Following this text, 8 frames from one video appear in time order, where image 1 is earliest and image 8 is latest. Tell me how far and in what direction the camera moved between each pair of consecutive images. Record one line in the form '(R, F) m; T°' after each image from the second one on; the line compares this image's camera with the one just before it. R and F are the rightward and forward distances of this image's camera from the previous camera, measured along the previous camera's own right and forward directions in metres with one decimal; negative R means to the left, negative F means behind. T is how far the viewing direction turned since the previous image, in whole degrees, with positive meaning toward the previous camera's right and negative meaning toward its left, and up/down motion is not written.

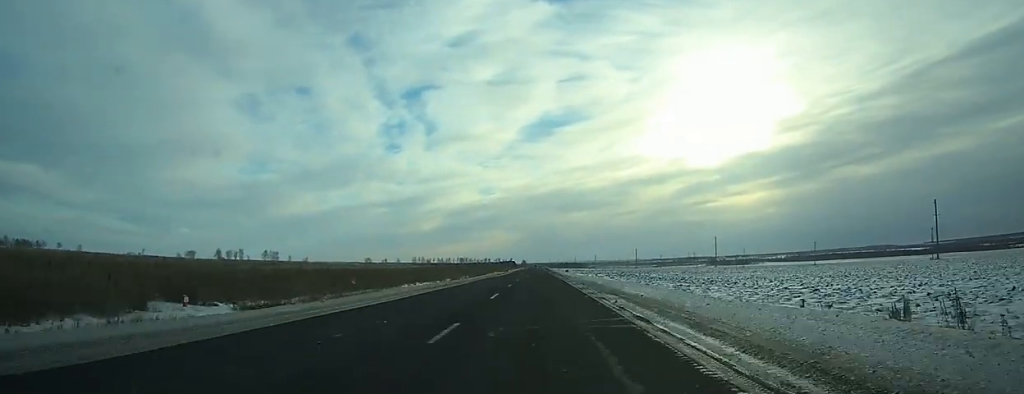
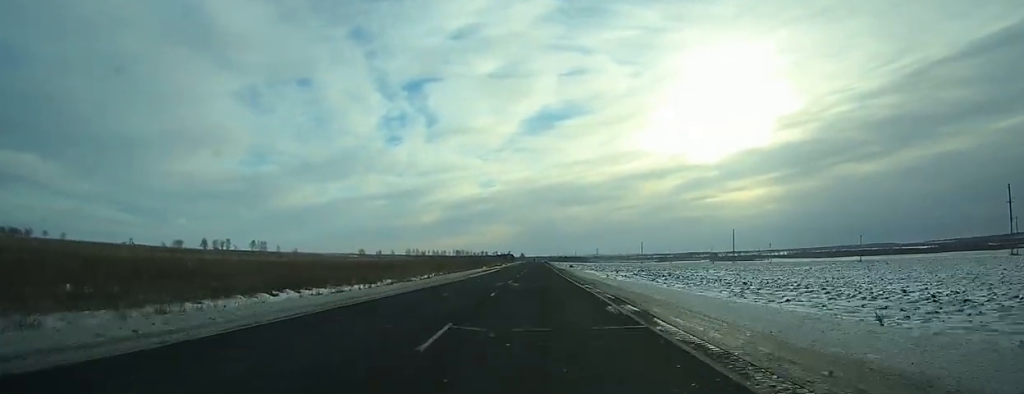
(+0.2, +35.8) m; 0°
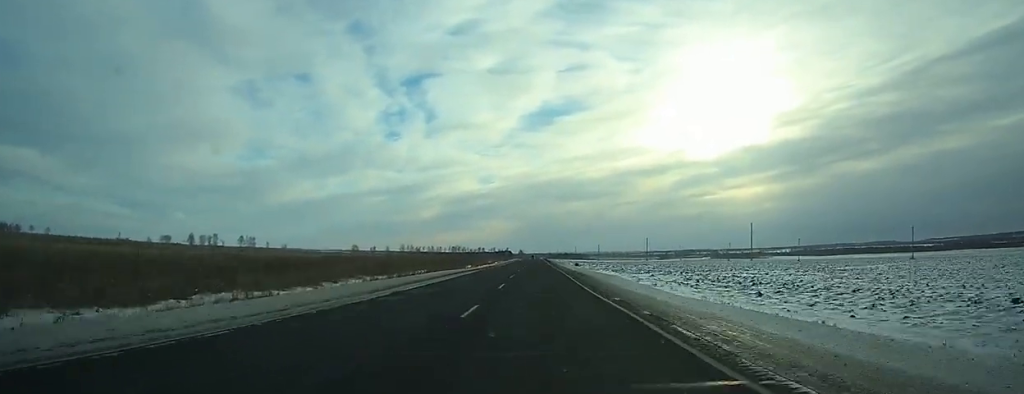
(0.0, +30.7) m; 0°
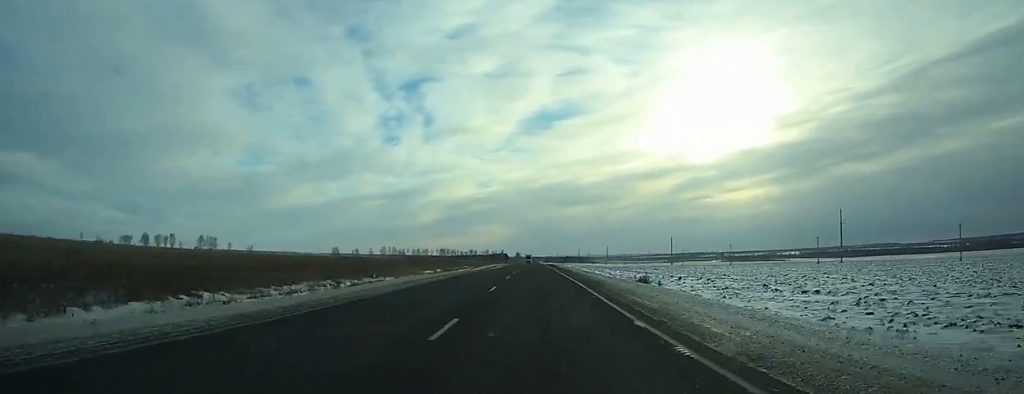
(+0.1, +102.2) m; 0°
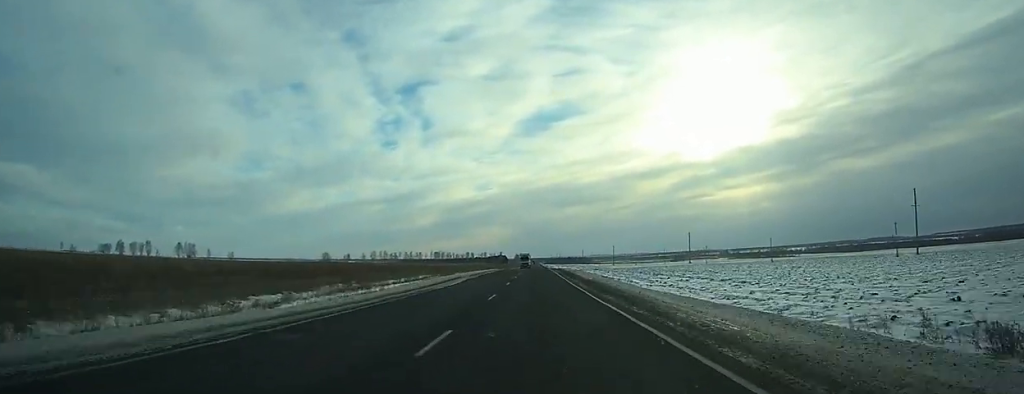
(+0.1, +49.4) m; 0°
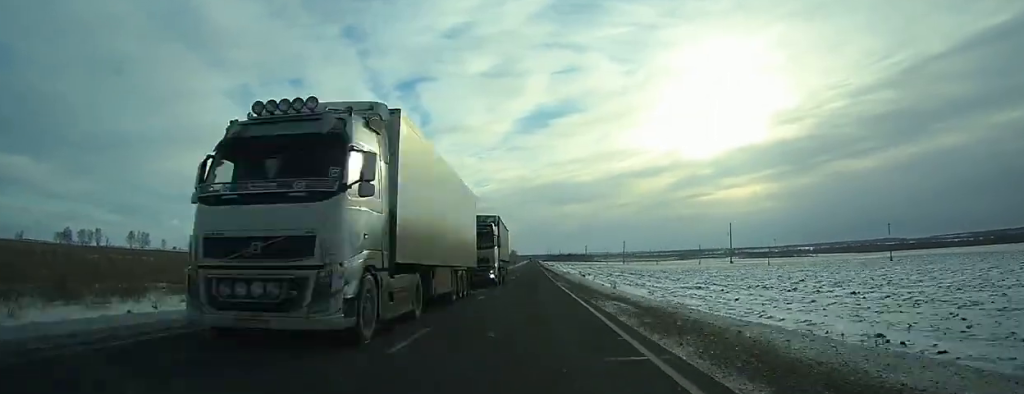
(0.0, +81.8) m; 0°
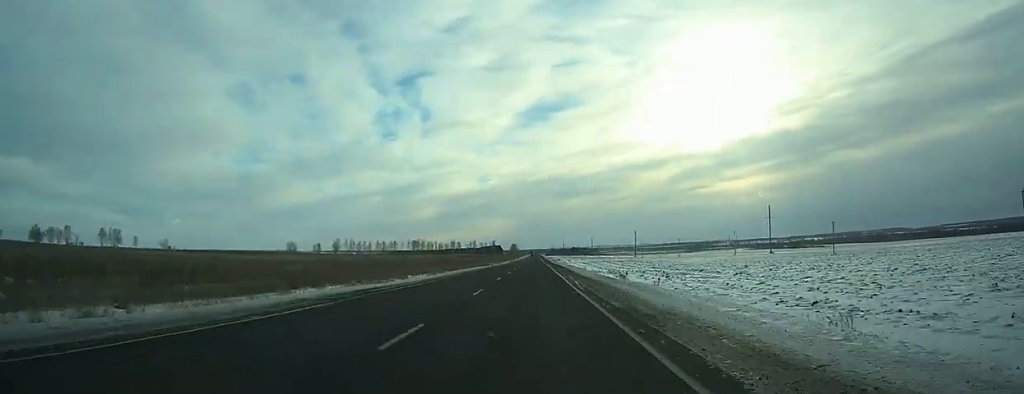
(0.0, +46.7) m; 0°
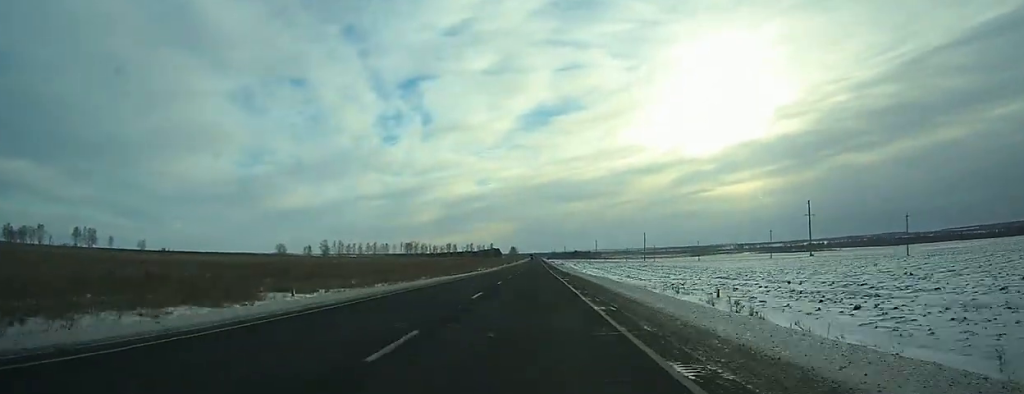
(0.0, +36.6) m; 0°
